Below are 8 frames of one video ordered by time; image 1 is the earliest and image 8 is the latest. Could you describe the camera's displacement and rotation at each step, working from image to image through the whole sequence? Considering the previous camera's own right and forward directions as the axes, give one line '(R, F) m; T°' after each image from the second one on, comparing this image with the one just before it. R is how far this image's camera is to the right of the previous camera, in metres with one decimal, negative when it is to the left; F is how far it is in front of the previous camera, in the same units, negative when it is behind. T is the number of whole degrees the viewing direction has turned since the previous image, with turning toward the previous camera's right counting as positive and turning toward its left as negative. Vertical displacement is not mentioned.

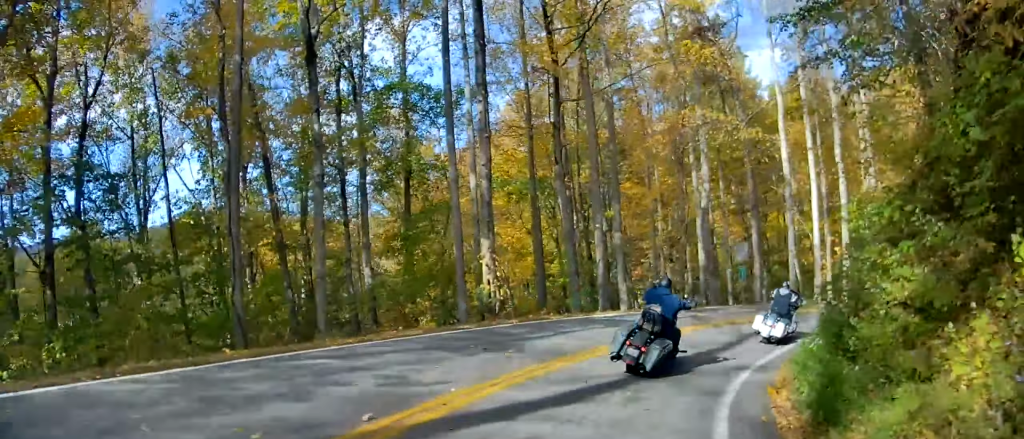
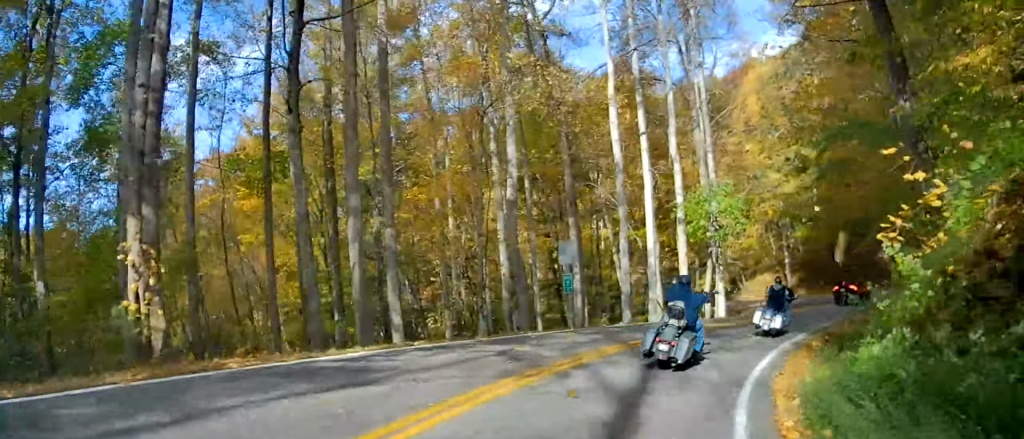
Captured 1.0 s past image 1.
(+0.9, +9.4) m; +8°
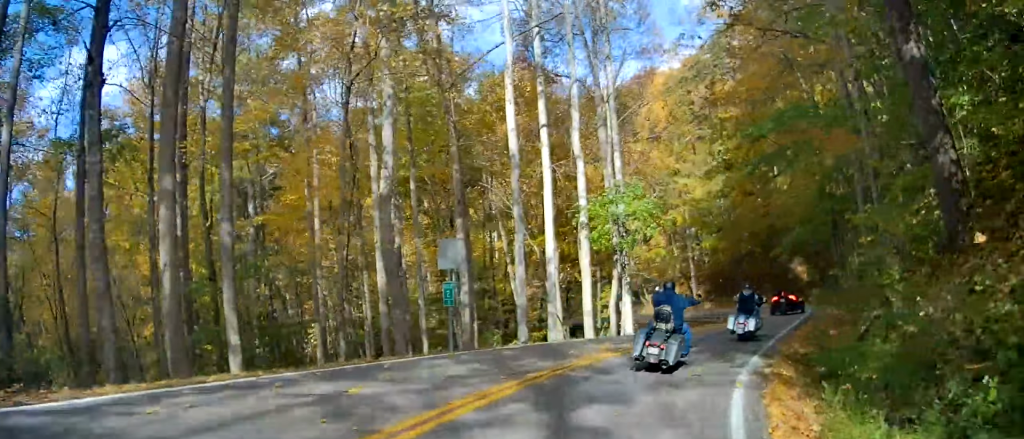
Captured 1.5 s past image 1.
(+0.1, +4.6) m; +3°
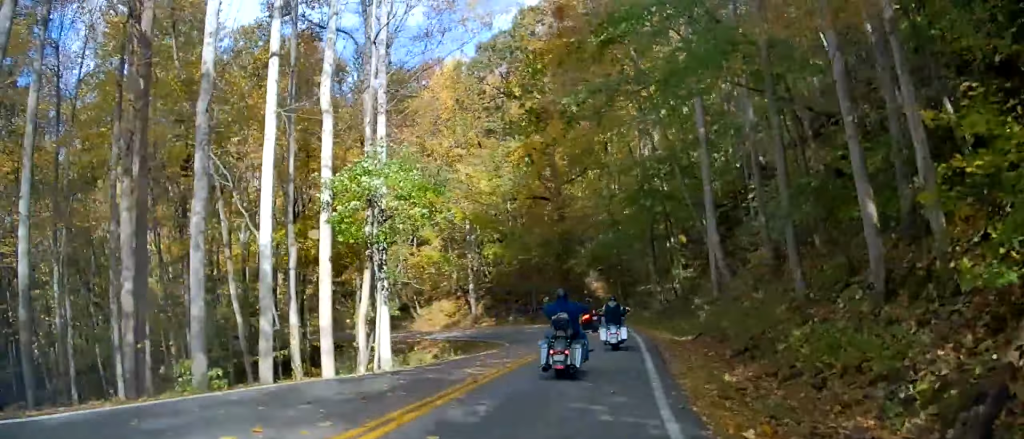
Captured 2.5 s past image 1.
(+0.6, +10.3) m; +11°
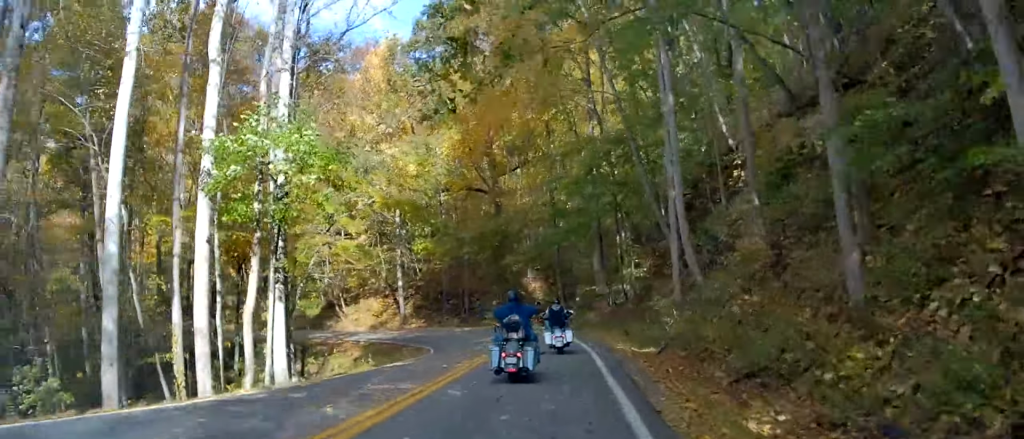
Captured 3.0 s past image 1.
(+0.2, +5.0) m; +6°
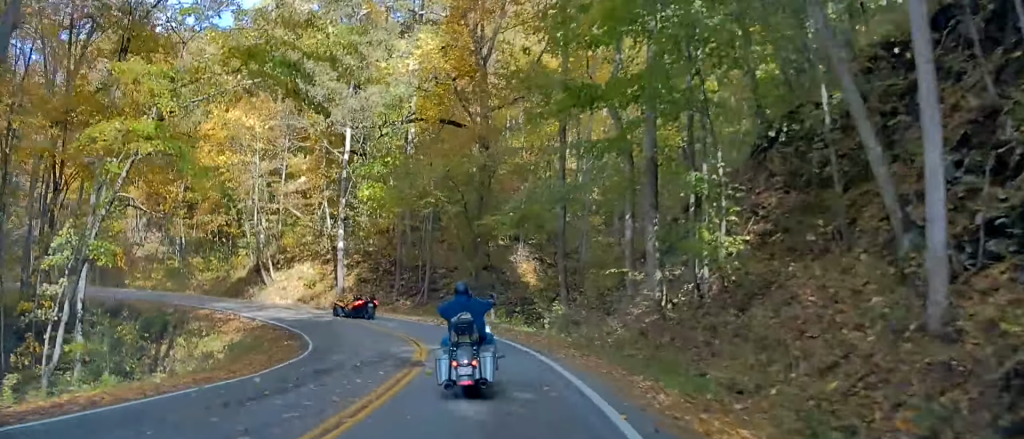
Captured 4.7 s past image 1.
(+2.4, +17.3) m; +10°
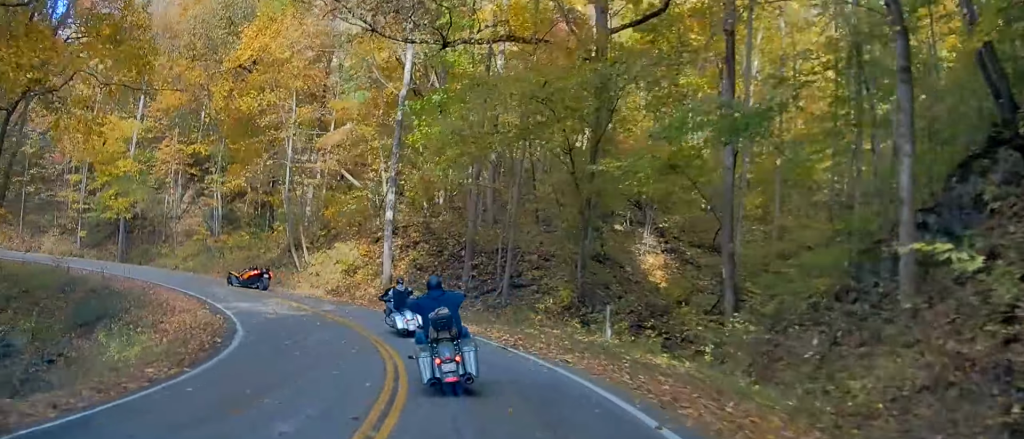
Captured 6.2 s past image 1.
(-0.1, +14.4) m; -6°
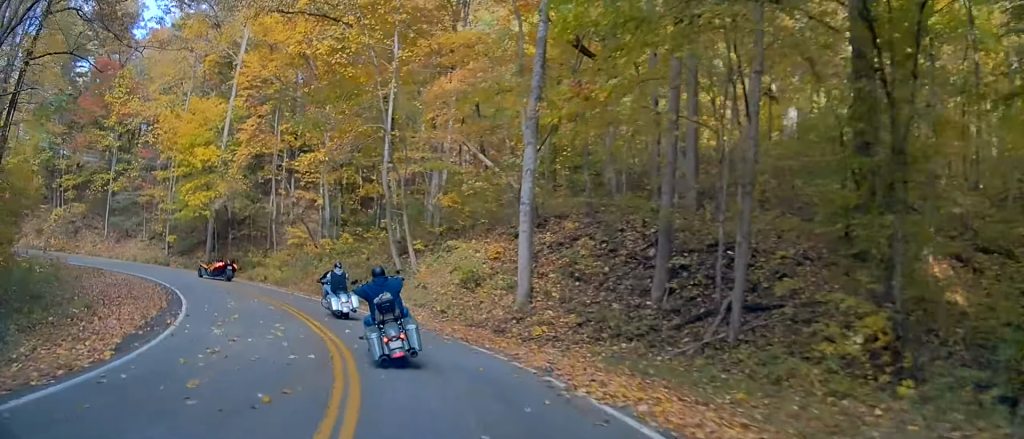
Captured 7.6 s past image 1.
(-1.2, +13.2) m; -13°
